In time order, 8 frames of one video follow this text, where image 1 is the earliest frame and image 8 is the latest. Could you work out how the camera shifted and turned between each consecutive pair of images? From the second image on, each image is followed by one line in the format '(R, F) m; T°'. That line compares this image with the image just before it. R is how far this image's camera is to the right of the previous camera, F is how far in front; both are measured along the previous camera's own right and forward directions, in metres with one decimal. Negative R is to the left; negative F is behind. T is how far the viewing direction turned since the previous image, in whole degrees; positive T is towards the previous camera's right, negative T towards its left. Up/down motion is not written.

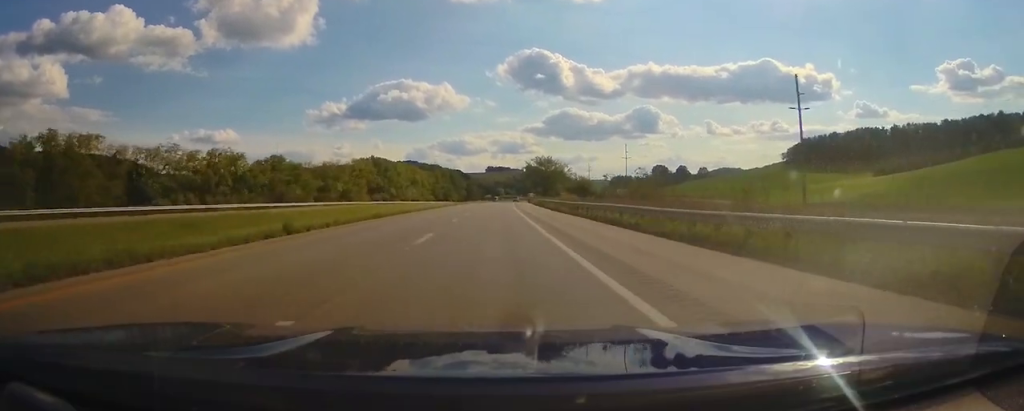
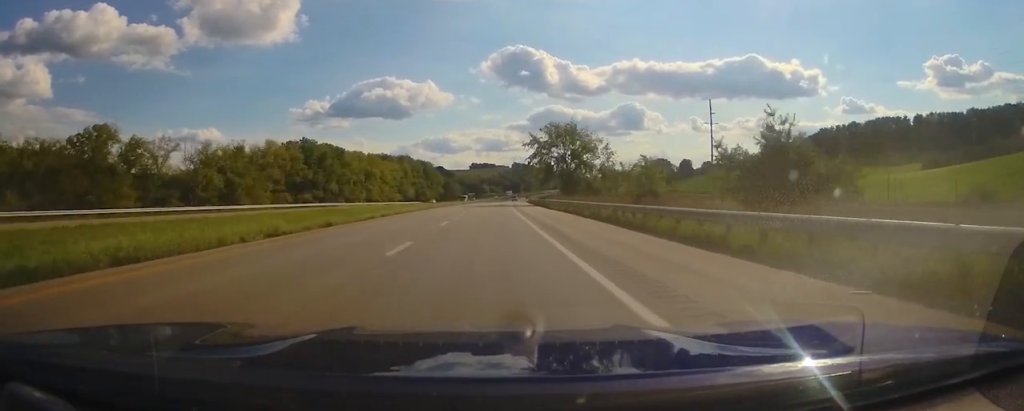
(+1.1, +64.2) m; +2°
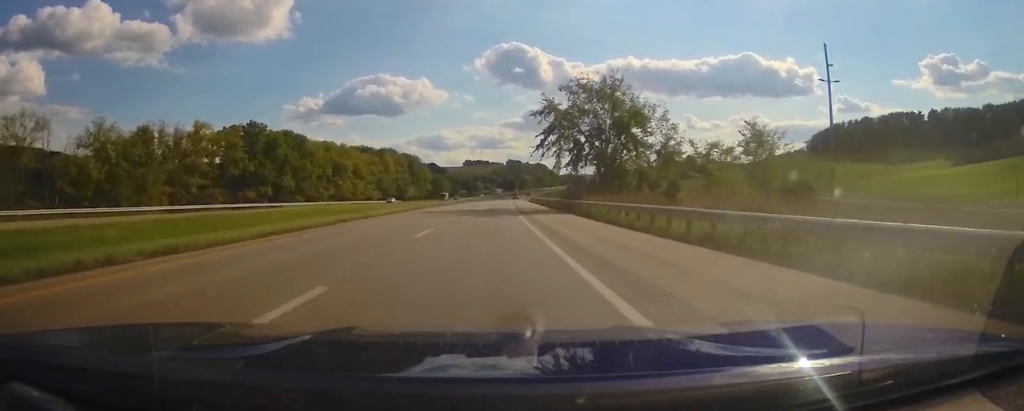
(+0.1, +31.2) m; 0°
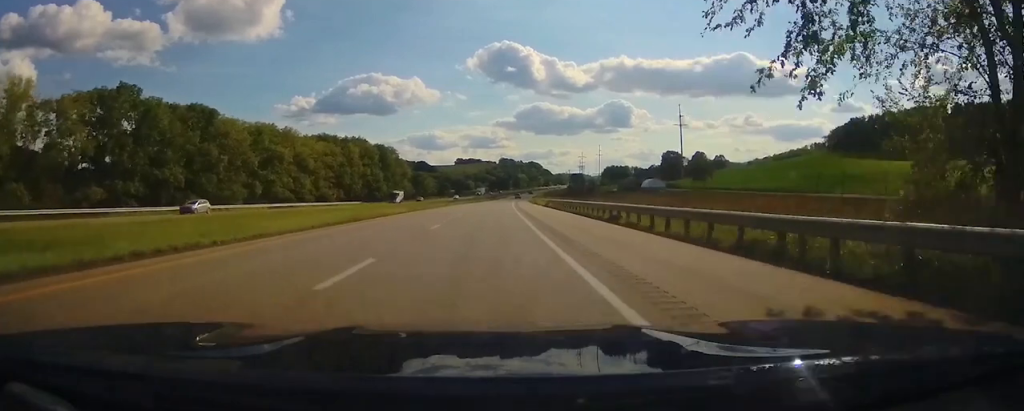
(+0.2, +45.6) m; +1°
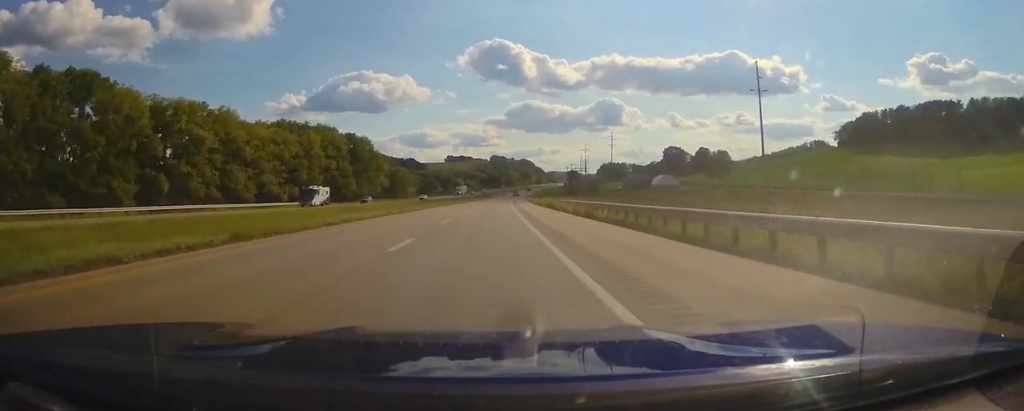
(+0.2, +31.8) m; +1°
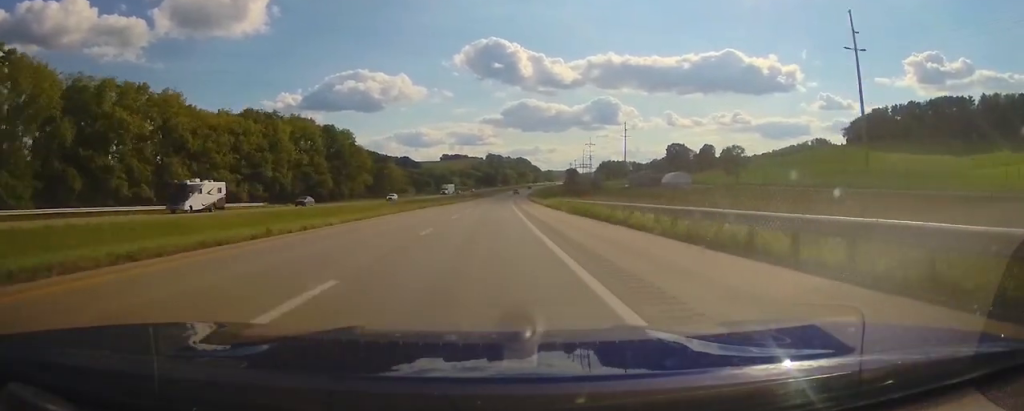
(0.0, +19.9) m; +1°
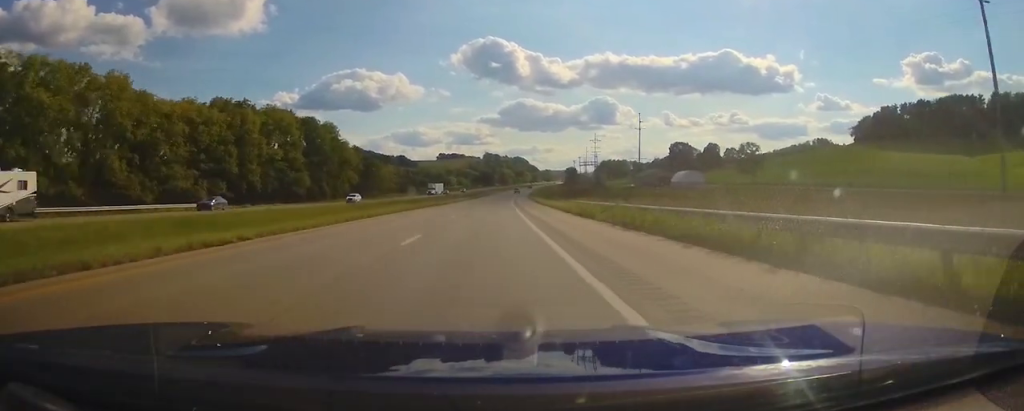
(+0.1, +15.5) m; 0°
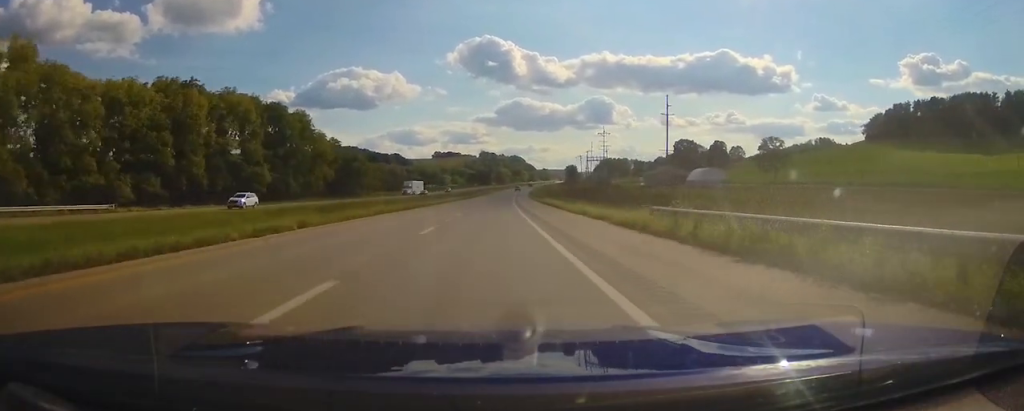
(+0.2, +21.2) m; +1°
